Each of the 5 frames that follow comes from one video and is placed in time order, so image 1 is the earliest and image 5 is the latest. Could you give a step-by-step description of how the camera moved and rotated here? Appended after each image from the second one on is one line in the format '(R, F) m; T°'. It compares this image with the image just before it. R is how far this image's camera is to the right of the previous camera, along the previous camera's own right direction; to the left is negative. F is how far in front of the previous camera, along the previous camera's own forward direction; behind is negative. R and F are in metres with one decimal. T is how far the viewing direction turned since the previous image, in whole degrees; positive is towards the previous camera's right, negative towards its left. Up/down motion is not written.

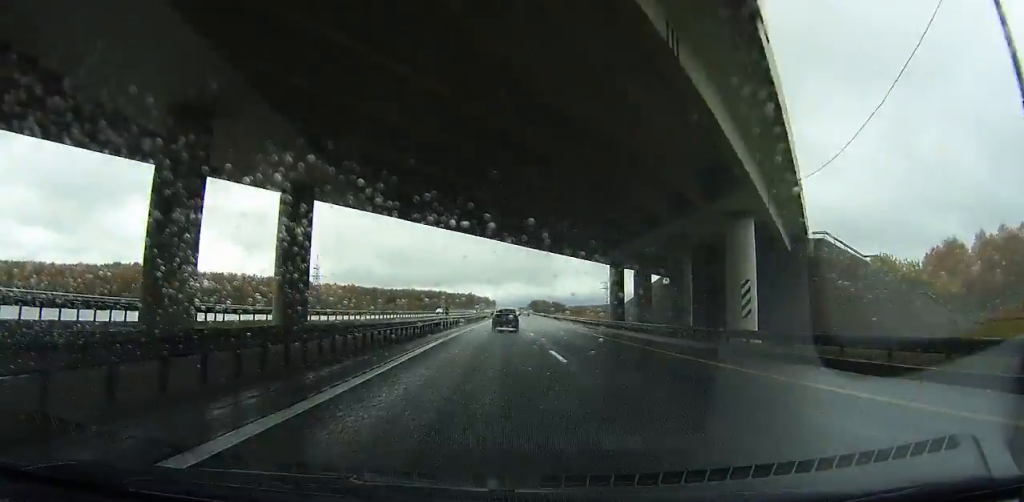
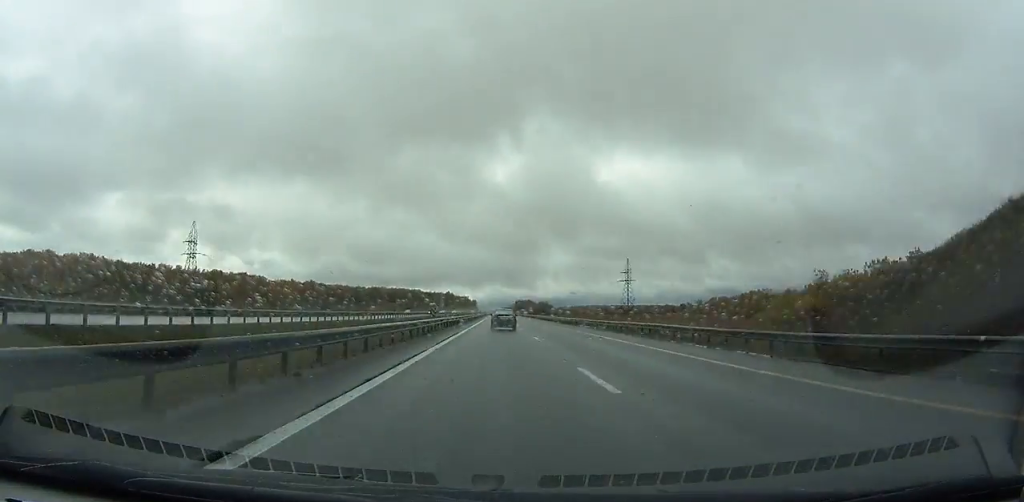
(+2.8, +85.7) m; +3°
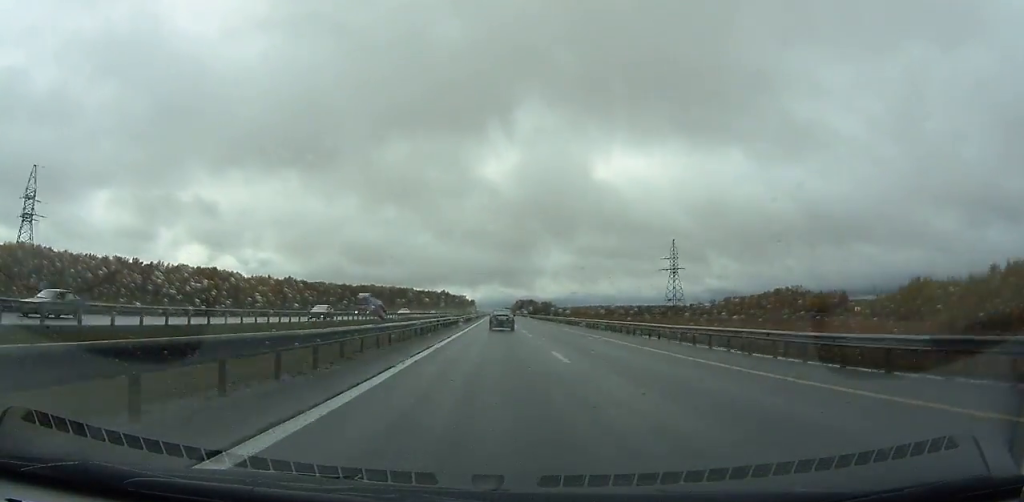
(+0.7, +57.7) m; +1°
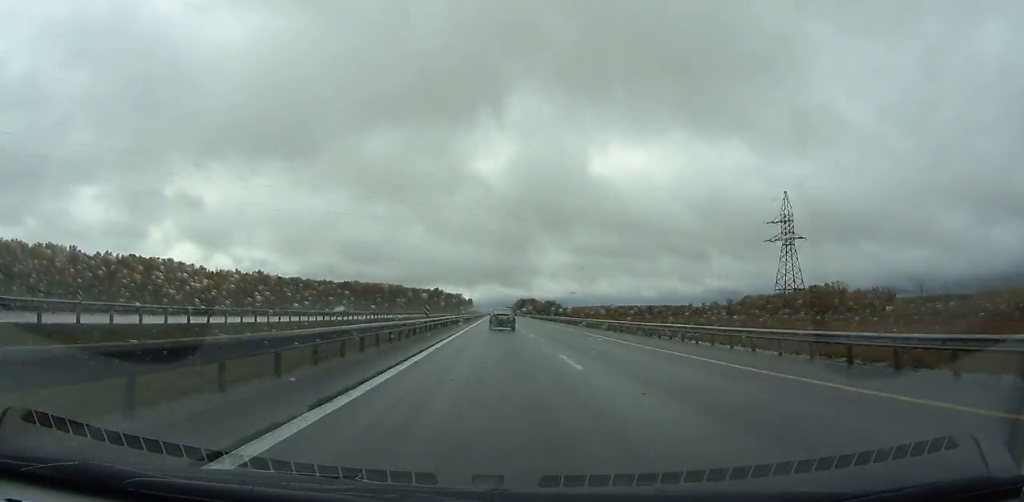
(+0.4, +64.7) m; +1°
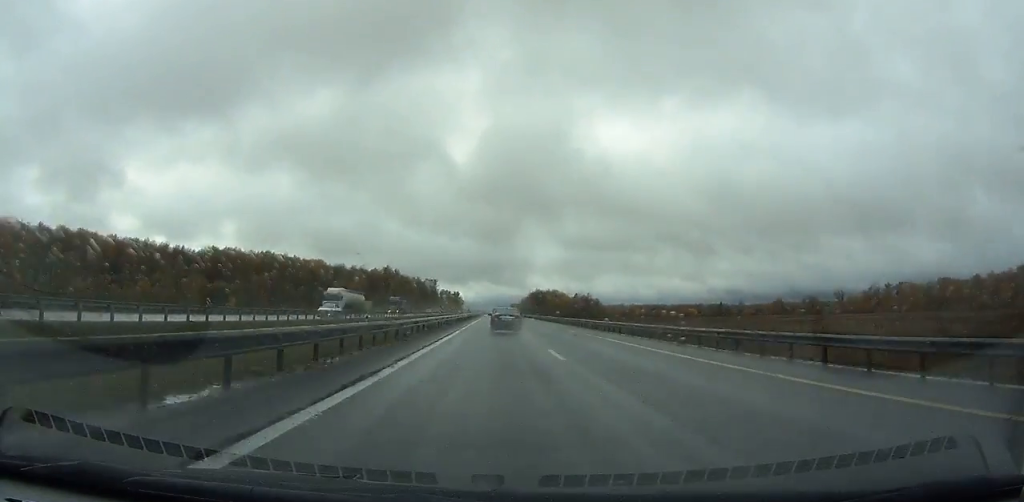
(+0.6, +269.6) m; 0°
